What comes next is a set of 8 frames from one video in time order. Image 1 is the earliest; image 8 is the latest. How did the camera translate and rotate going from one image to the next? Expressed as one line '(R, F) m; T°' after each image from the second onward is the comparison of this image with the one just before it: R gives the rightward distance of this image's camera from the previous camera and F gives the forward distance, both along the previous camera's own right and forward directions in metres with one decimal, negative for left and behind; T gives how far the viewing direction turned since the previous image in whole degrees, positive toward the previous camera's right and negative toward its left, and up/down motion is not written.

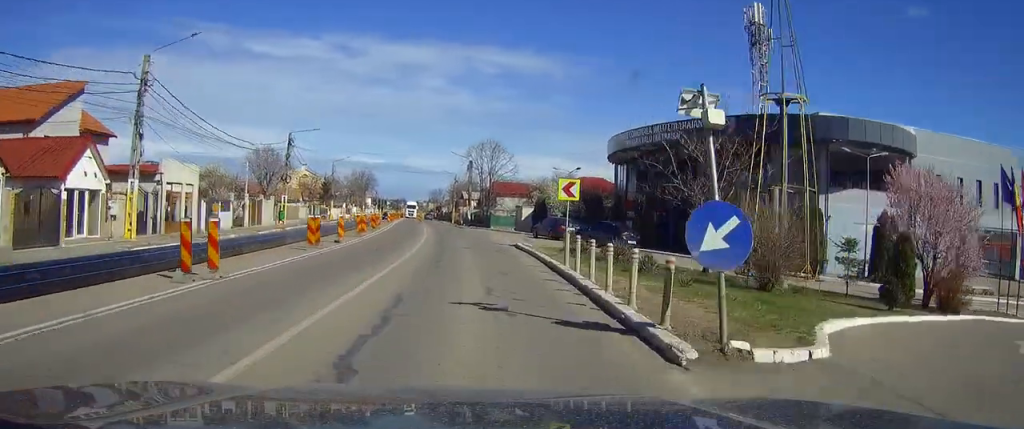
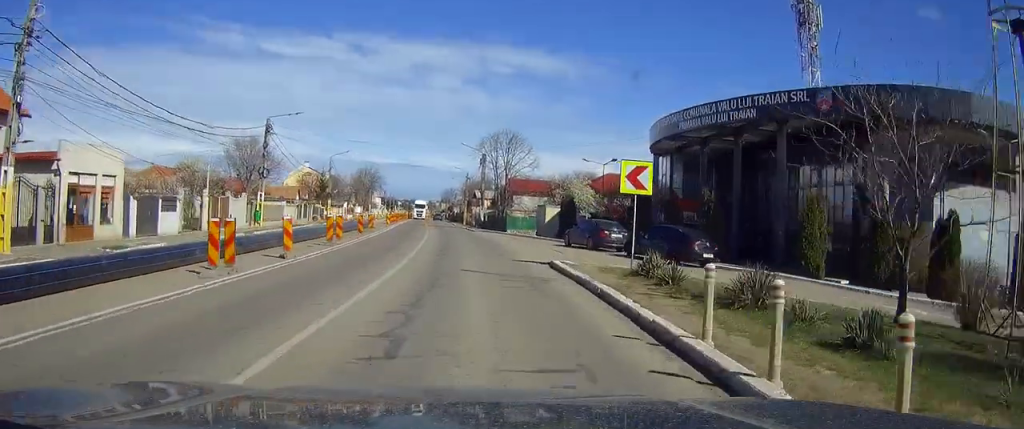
(-0.1, +10.8) m; -1°
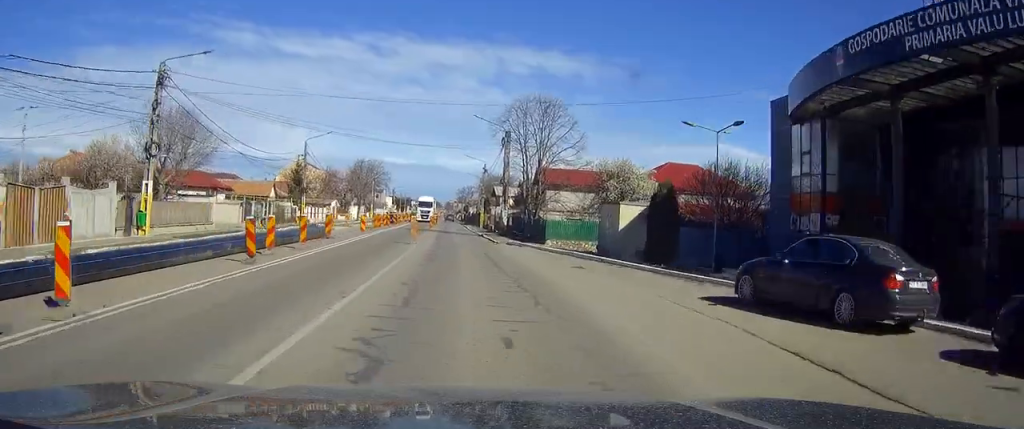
(-0.5, +22.0) m; -2°
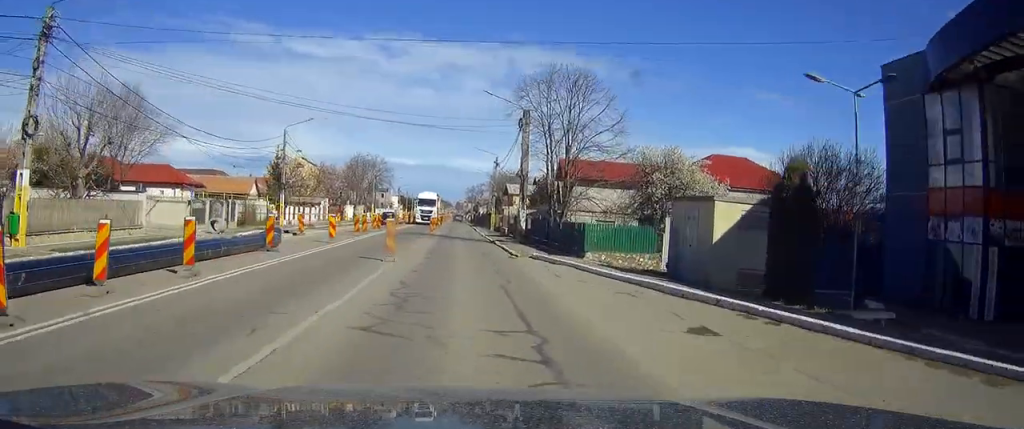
(-0.1, +11.2) m; -1°
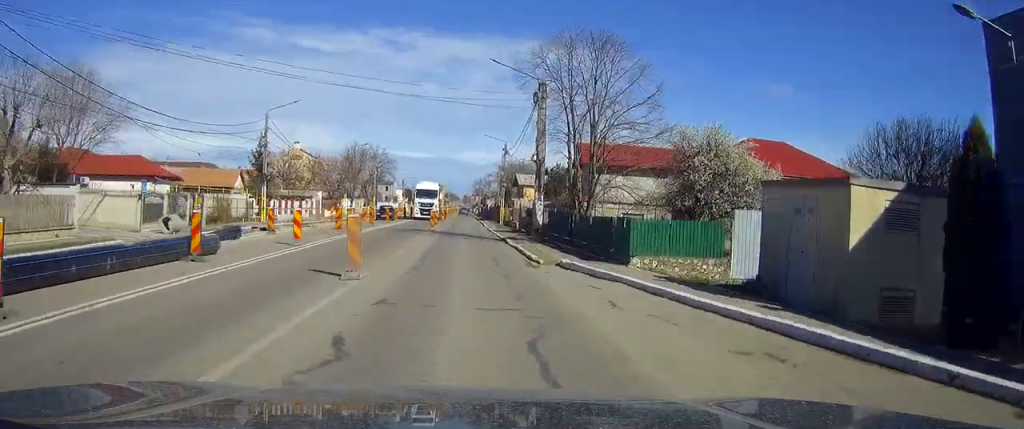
(0.0, +7.1) m; 0°
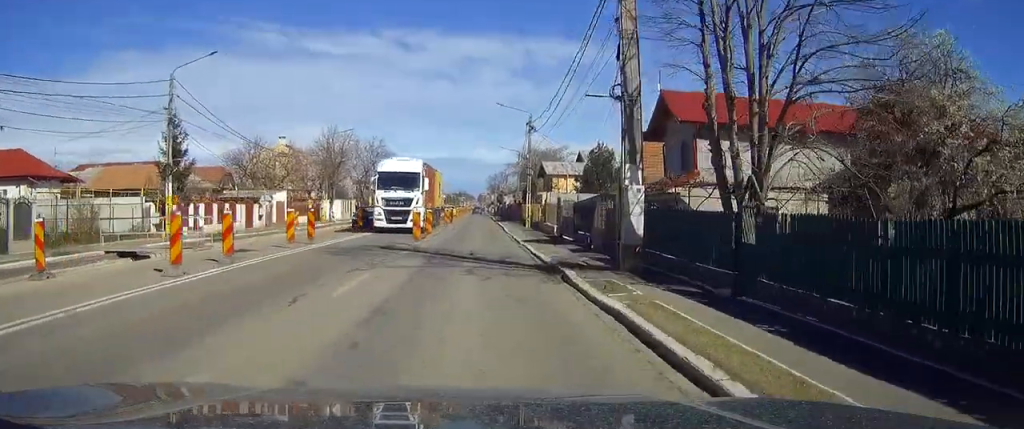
(-0.2, +18.9) m; -1°
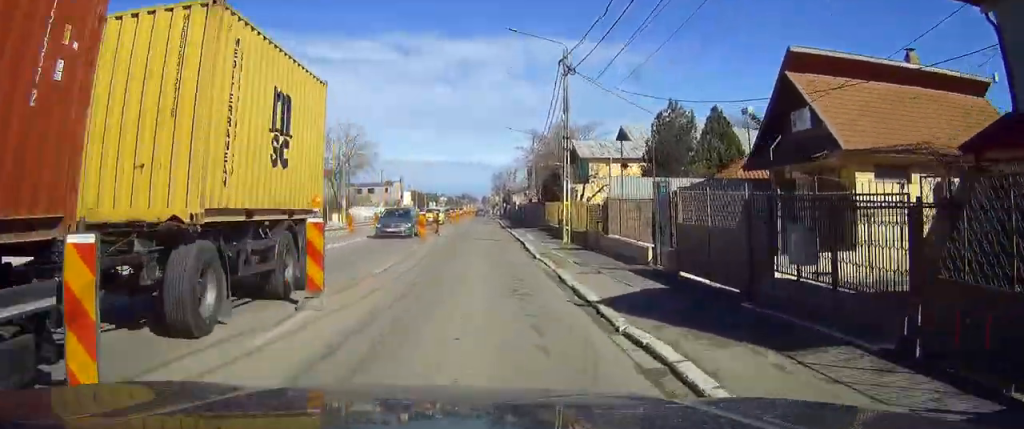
(-0.2, +20.8) m; -1°
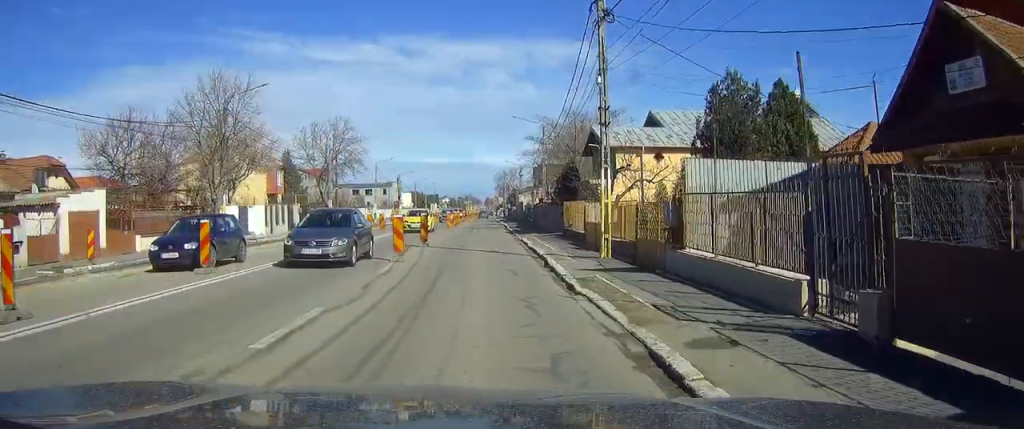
(0.0, +7.8) m; 0°
